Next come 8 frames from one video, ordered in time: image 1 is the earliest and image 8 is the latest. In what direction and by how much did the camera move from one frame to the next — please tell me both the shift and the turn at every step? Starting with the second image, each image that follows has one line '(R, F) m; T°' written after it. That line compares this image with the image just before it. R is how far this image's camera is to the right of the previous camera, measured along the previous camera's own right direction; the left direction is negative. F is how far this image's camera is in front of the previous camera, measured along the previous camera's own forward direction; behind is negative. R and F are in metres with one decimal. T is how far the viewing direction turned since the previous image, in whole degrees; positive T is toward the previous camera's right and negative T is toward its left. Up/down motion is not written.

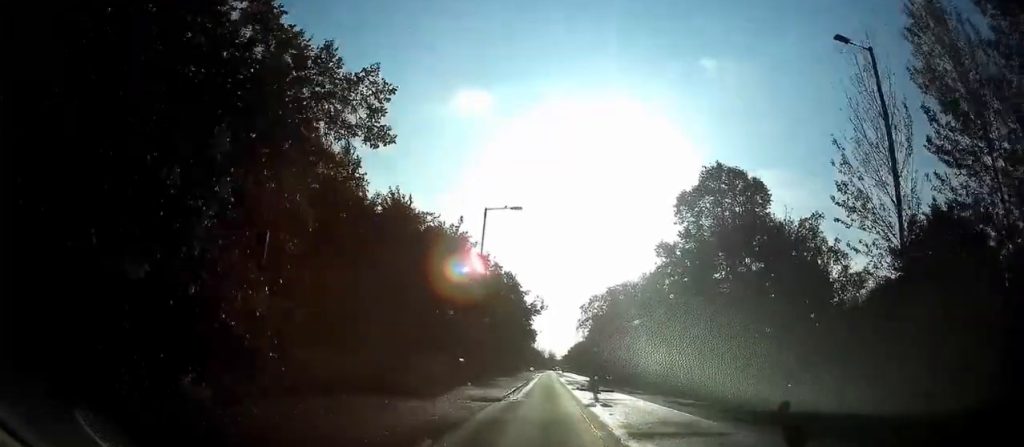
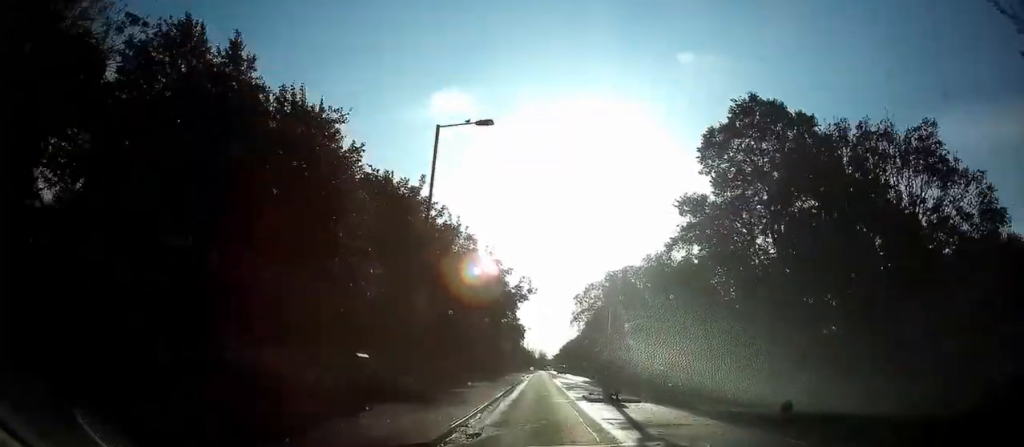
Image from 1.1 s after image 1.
(+0.3, +12.0) m; +1°
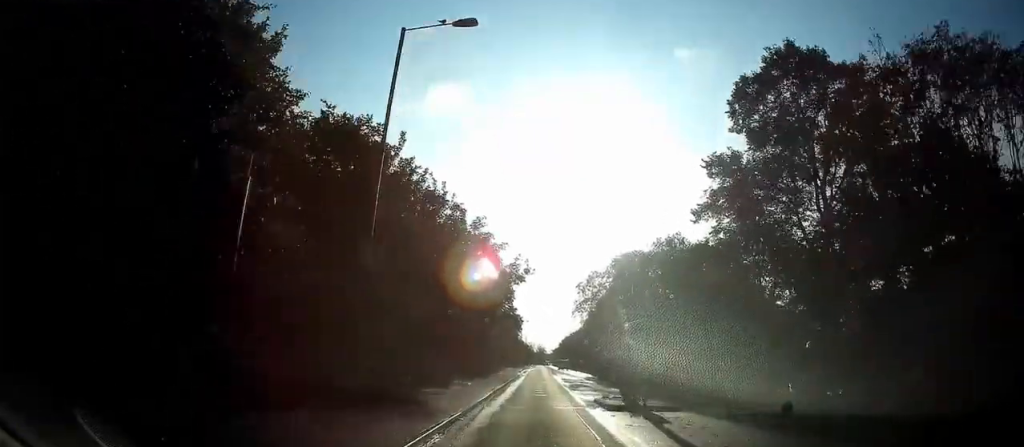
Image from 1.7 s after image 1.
(-0.3, +6.3) m; +1°
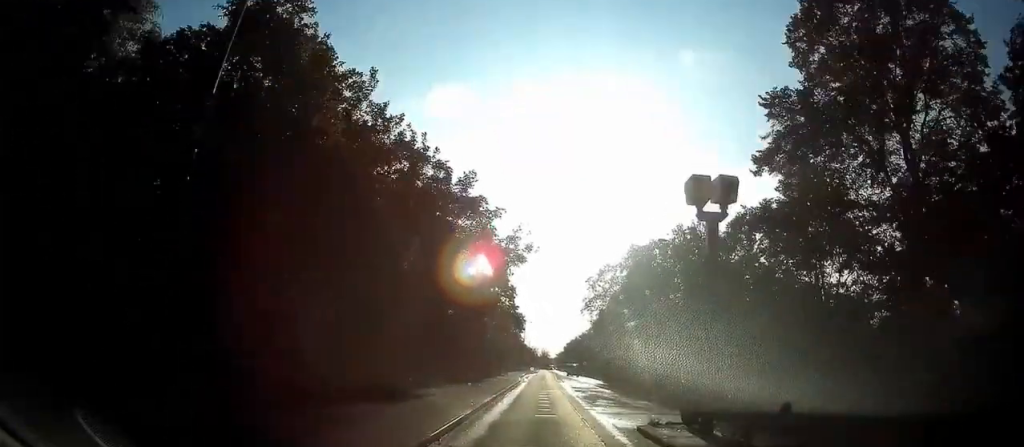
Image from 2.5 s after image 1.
(+0.4, +7.6) m; +1°
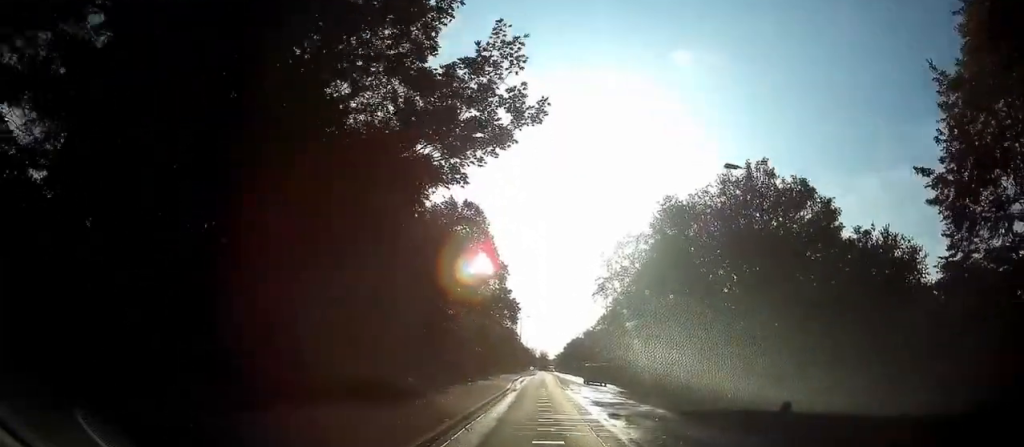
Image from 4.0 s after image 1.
(-0.4, +14.9) m; -2°
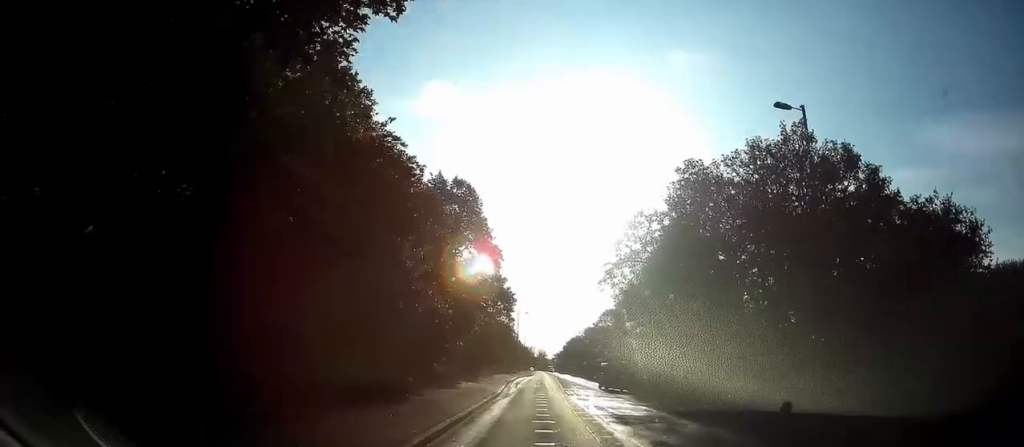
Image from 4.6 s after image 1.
(0.0, +6.3) m; 0°
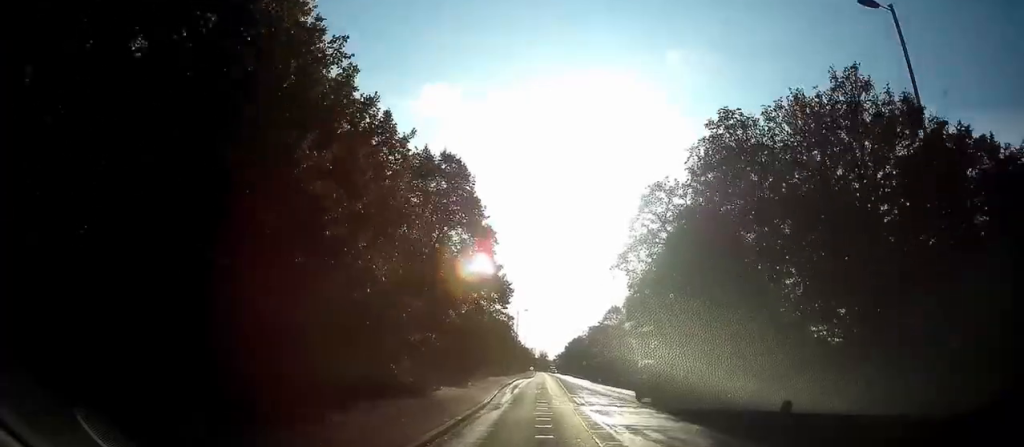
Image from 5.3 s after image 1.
(0.0, +6.7) m; 0°
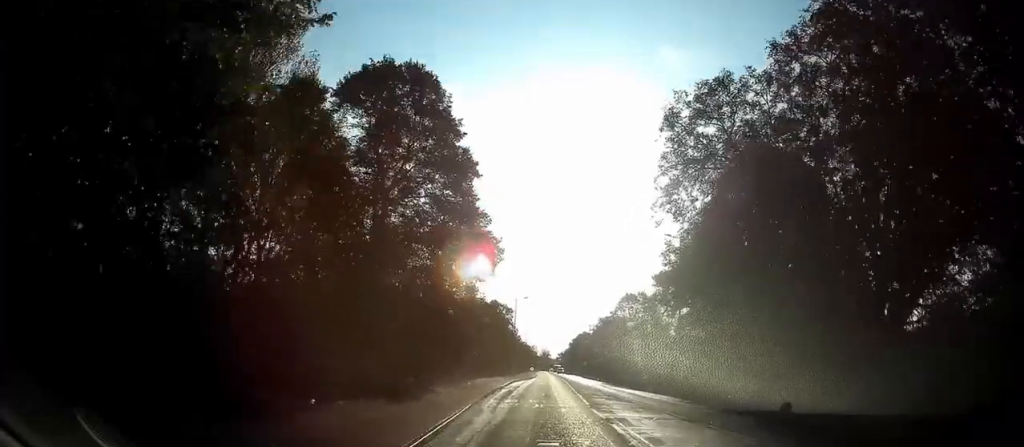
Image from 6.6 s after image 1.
(-0.1, +13.3) m; +1°
